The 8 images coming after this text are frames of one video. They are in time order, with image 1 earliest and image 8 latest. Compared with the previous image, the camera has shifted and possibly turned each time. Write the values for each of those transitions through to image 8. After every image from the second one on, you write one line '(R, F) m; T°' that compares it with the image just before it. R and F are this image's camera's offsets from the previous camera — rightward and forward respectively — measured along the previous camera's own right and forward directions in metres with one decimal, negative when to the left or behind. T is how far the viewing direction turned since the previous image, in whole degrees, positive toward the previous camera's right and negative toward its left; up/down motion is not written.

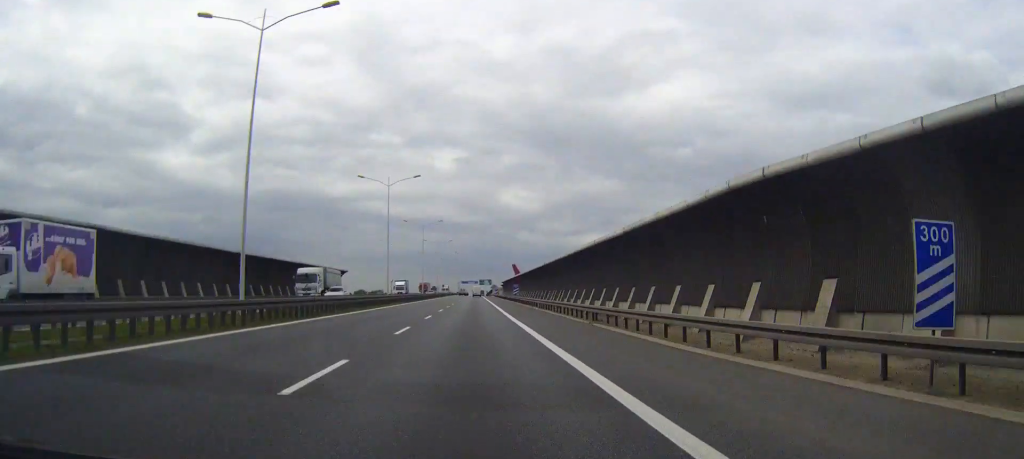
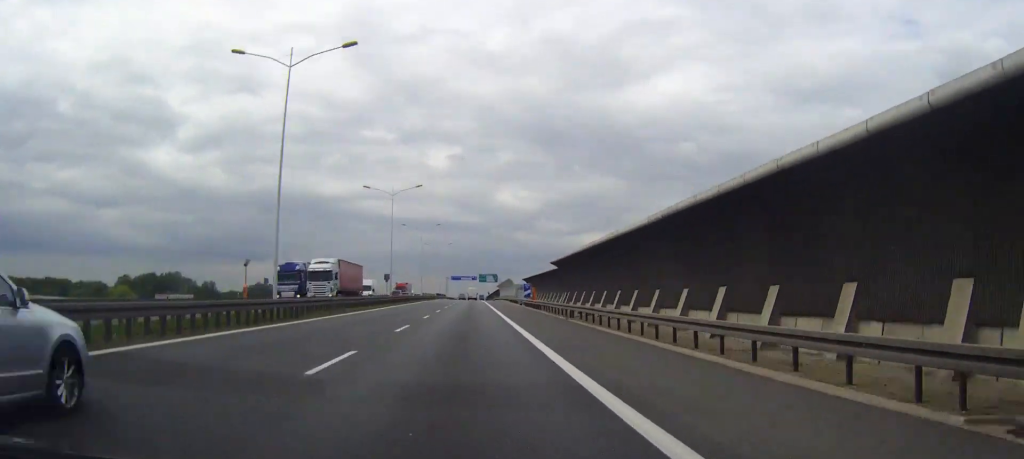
(0.0, +129.4) m; 0°
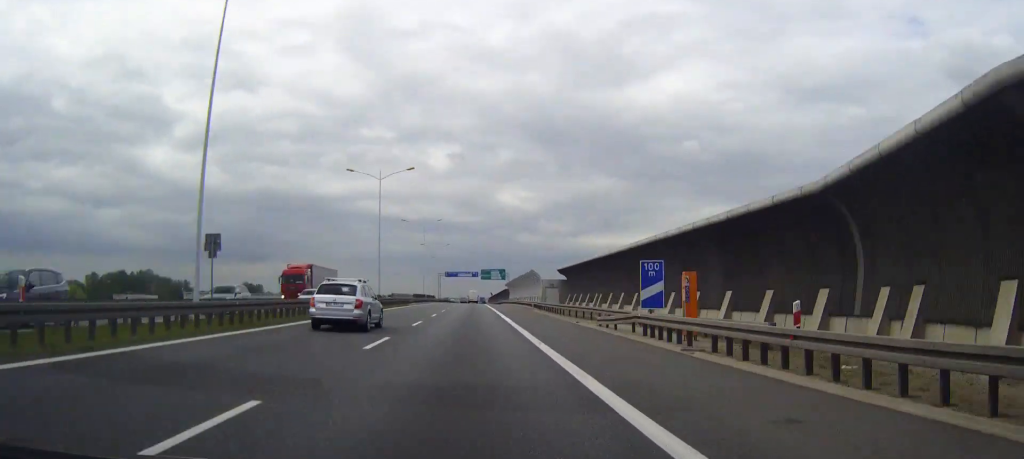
(-0.1, +54.7) m; 0°
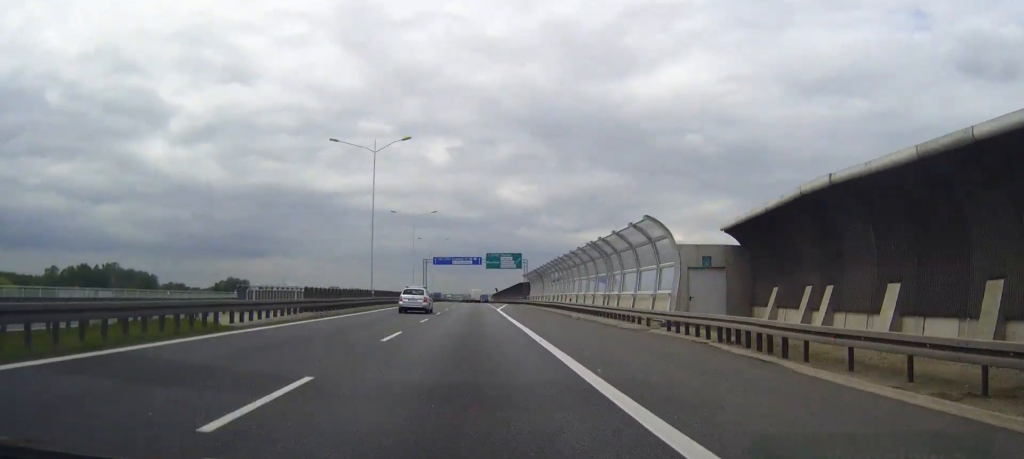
(0.0, +57.7) m; 0°
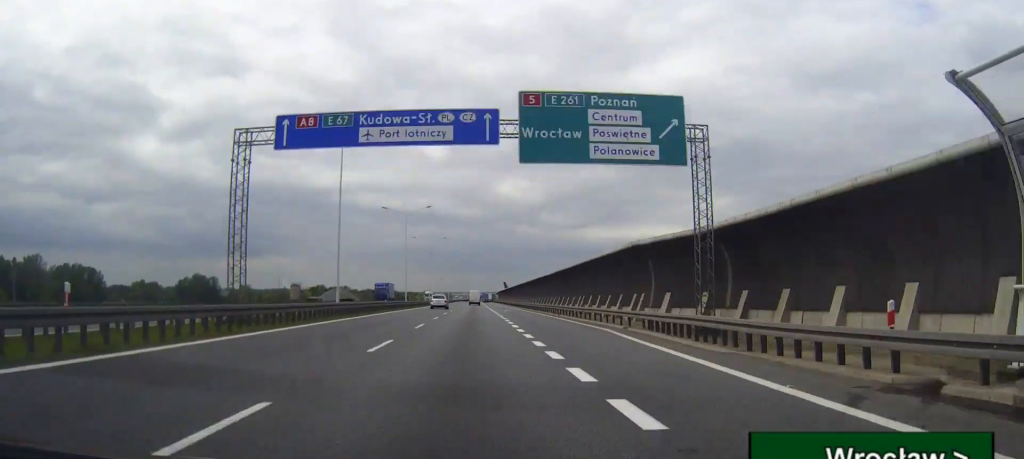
(-0.1, +98.1) m; 0°
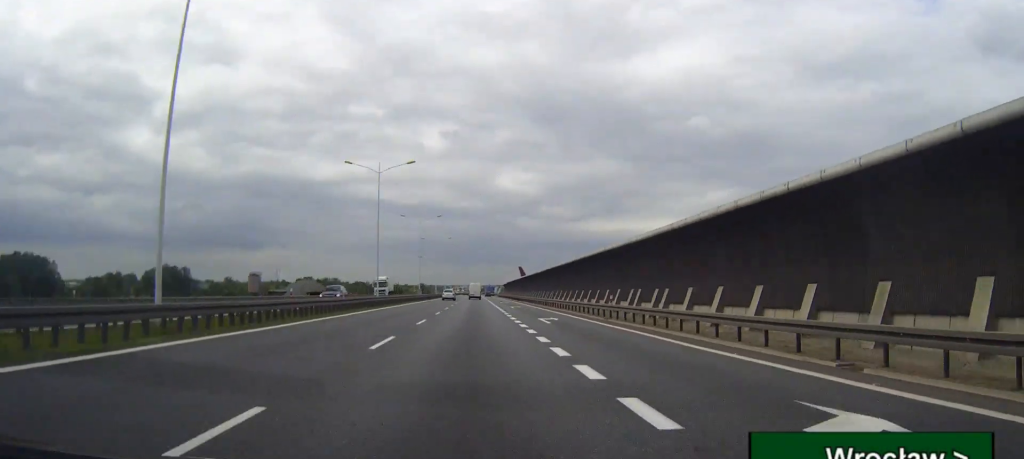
(+0.2, +72.2) m; 0°
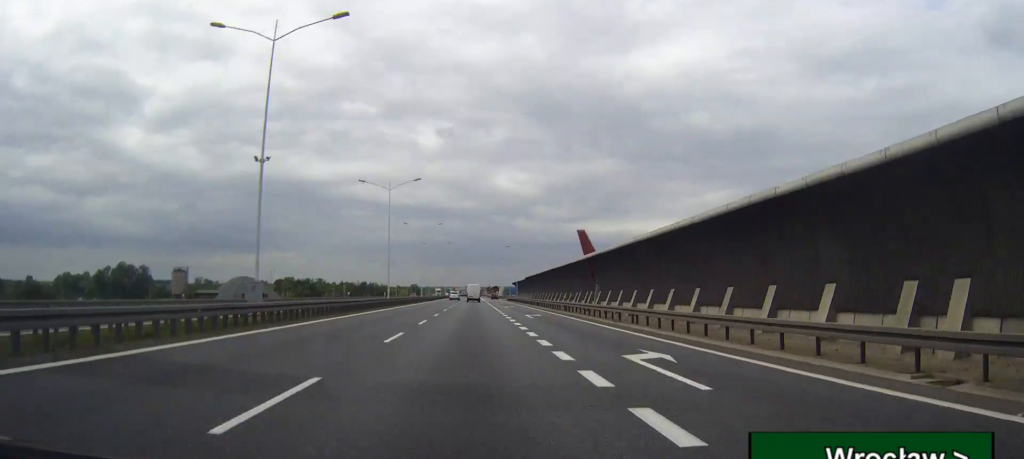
(0.0, +80.9) m; 0°
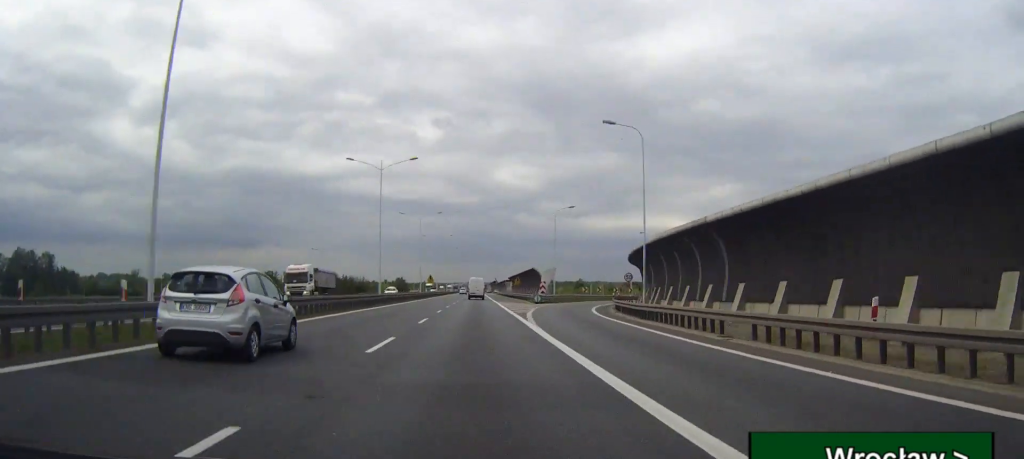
(-0.2, +144.3) m; 0°
